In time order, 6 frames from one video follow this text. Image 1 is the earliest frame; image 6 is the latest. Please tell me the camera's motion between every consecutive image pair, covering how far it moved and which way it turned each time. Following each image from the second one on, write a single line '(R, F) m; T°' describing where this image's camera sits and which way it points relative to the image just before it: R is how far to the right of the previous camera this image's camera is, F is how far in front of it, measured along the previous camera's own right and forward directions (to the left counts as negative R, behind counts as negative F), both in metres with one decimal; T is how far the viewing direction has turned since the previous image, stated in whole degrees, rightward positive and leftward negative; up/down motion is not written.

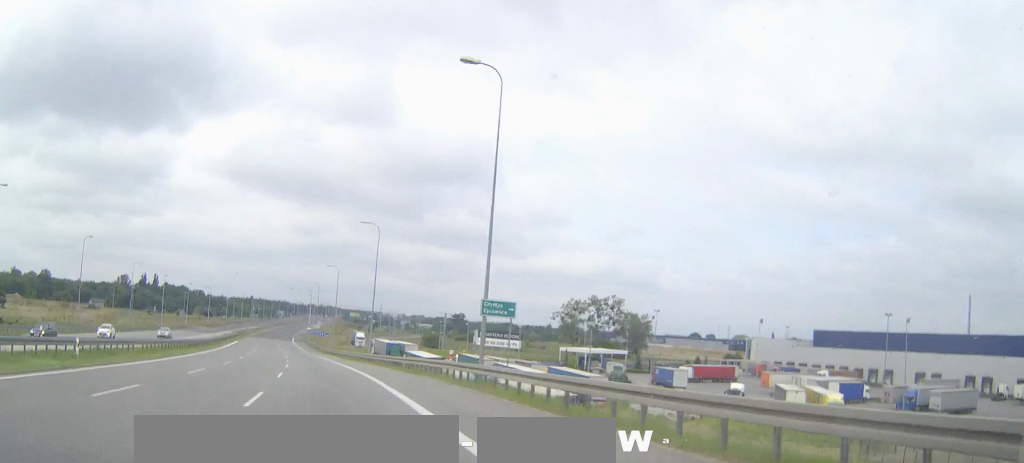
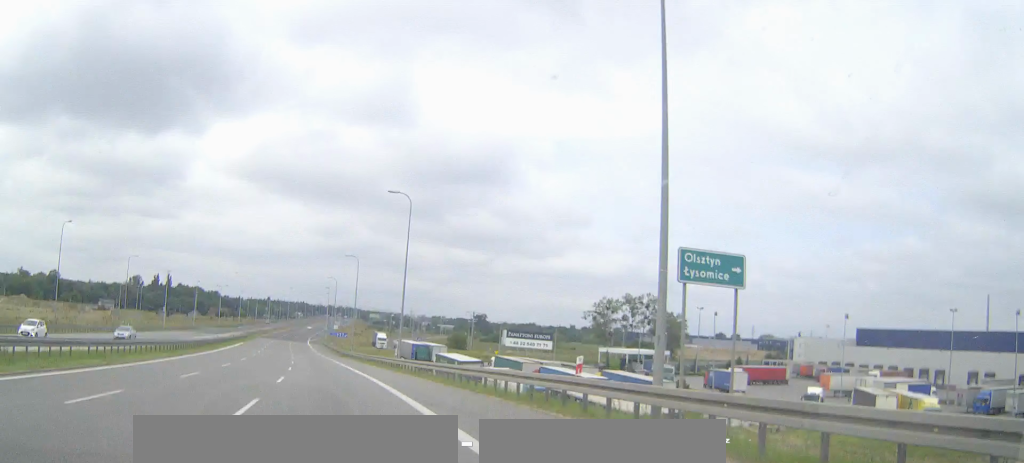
(-0.3, +14.0) m; -2°
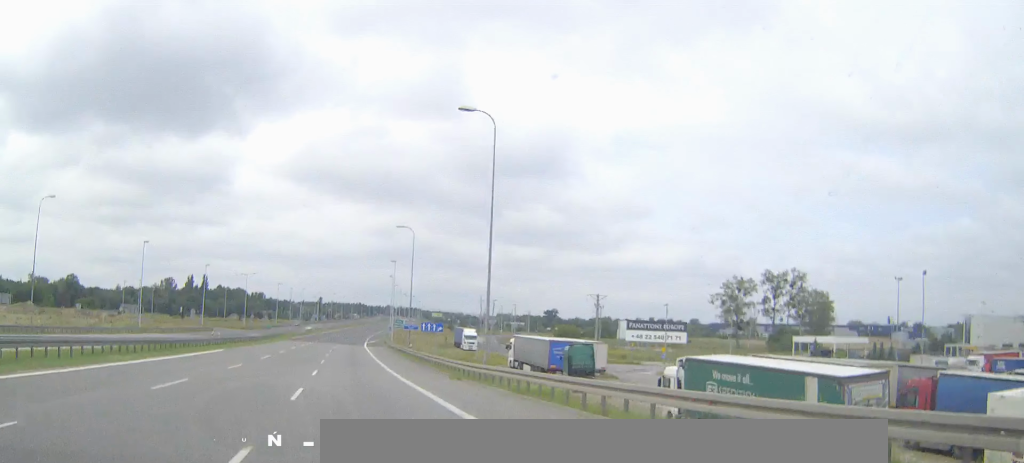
(-2.5, +55.6) m; -4°
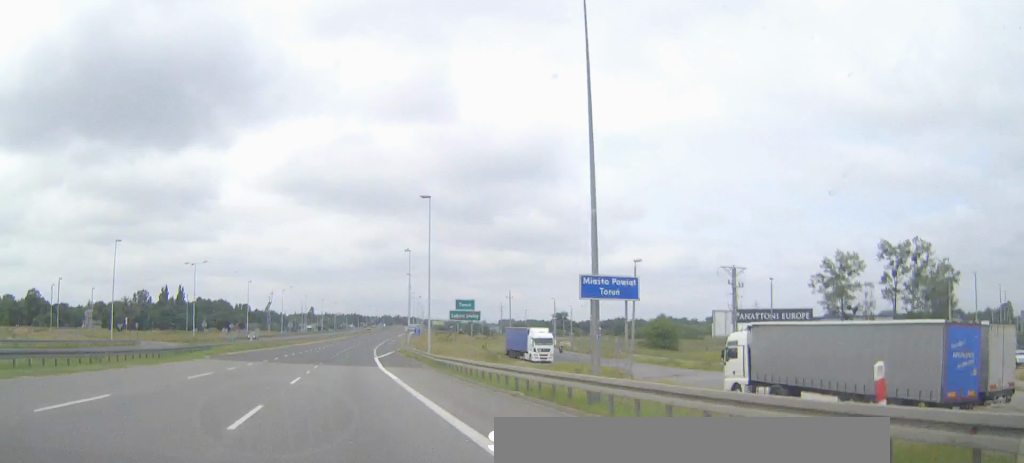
(-0.2, +53.6) m; 0°
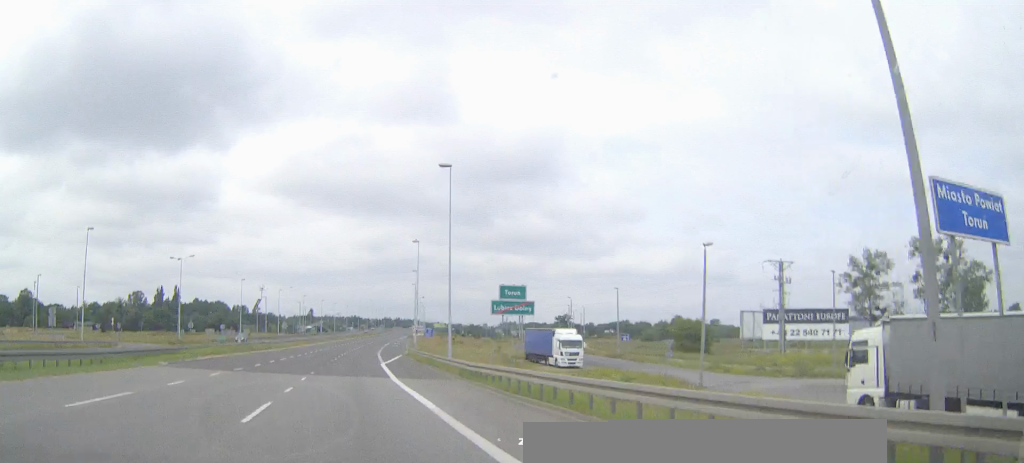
(0.0, +10.7) m; 0°
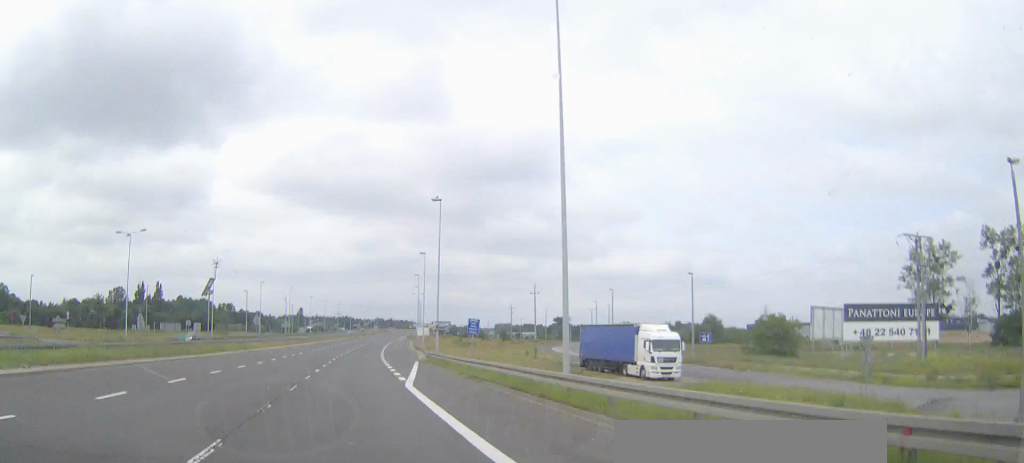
(0.0, +23.7) m; 0°
